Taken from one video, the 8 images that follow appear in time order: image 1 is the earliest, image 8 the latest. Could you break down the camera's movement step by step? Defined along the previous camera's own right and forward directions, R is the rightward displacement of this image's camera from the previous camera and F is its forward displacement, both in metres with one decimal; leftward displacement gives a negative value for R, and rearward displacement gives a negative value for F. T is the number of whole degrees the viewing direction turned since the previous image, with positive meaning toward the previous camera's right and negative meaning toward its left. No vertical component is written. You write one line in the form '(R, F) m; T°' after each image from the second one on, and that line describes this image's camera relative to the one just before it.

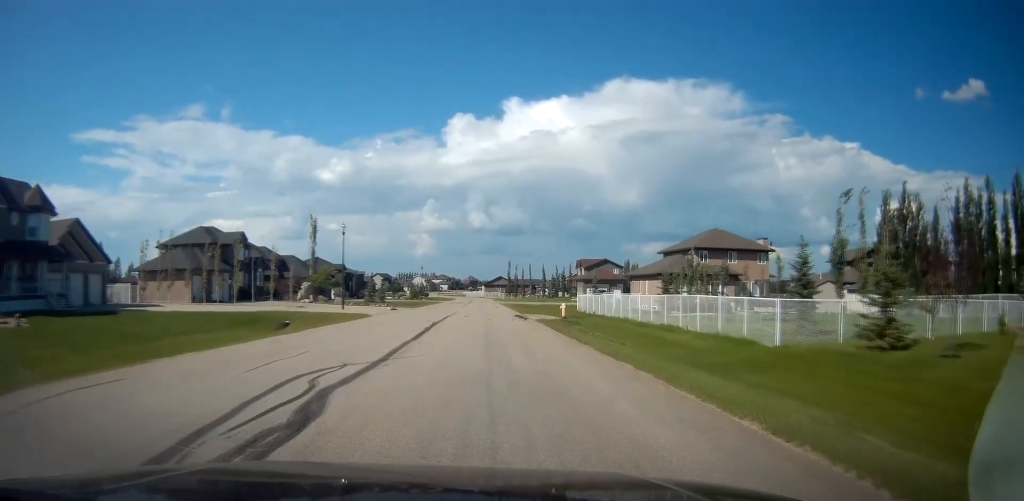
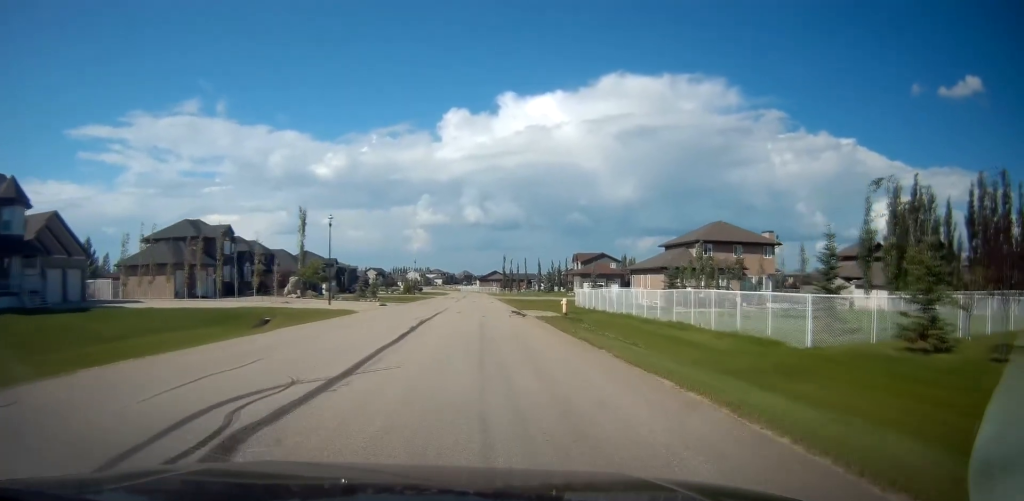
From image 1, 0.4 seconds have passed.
(0.0, +2.7) m; 0°
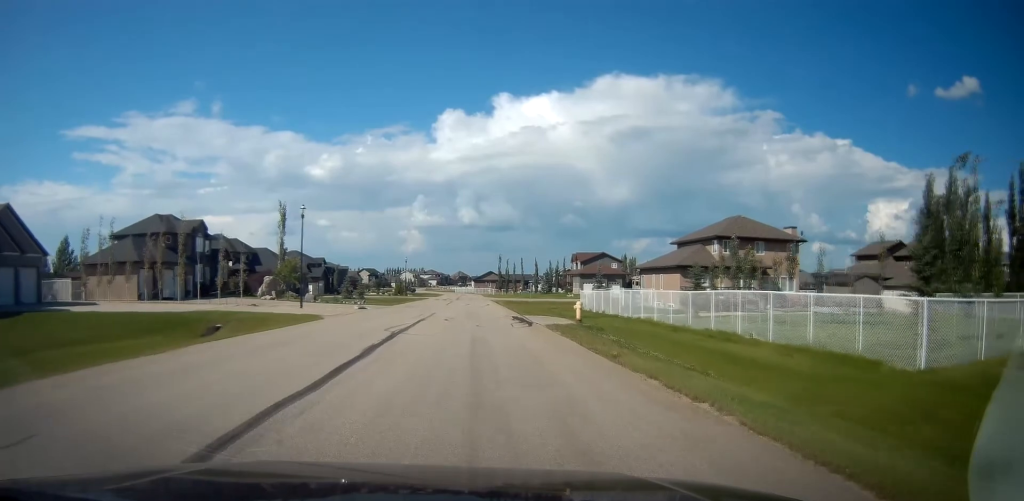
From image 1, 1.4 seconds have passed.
(0.0, +6.4) m; -1°
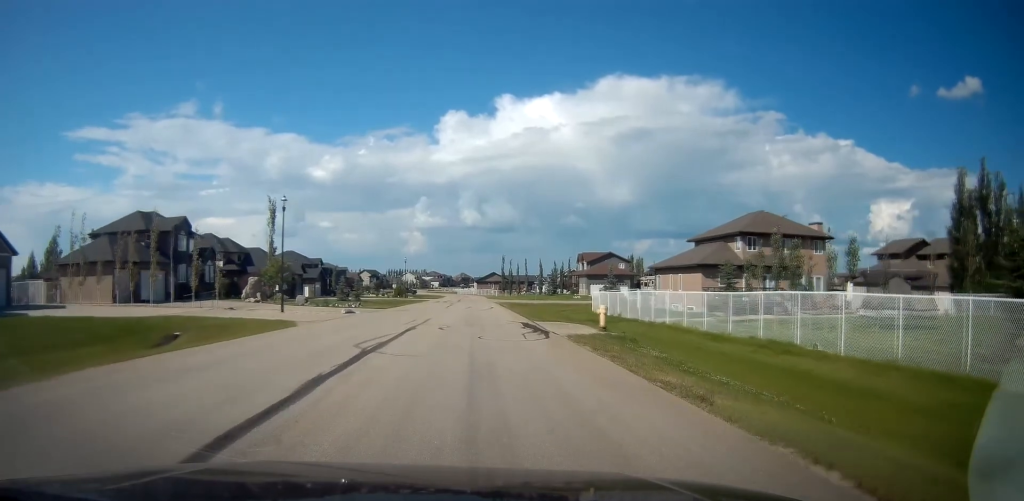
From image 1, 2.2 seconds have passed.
(+0.1, +4.7) m; -3°
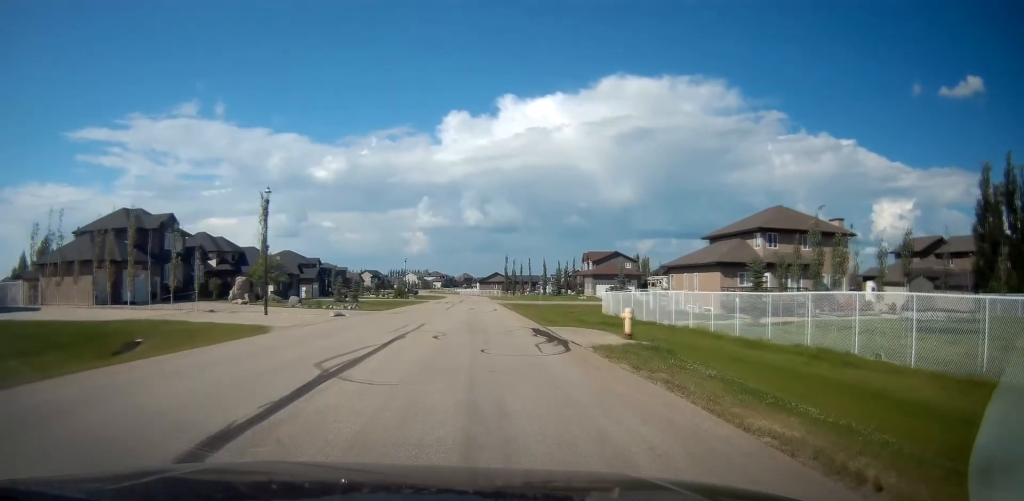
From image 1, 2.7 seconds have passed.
(-0.3, +3.3) m; 0°
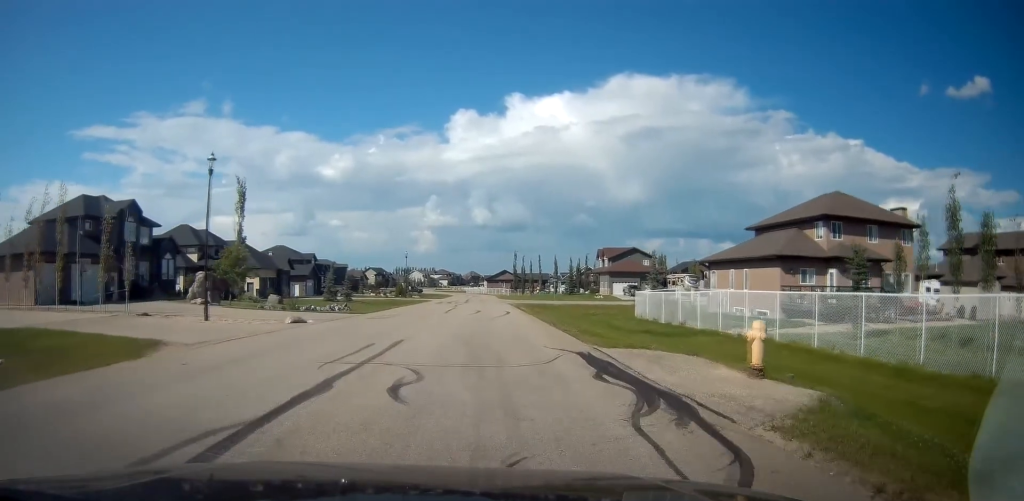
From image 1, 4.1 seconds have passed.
(+0.3, +8.5) m; +4°
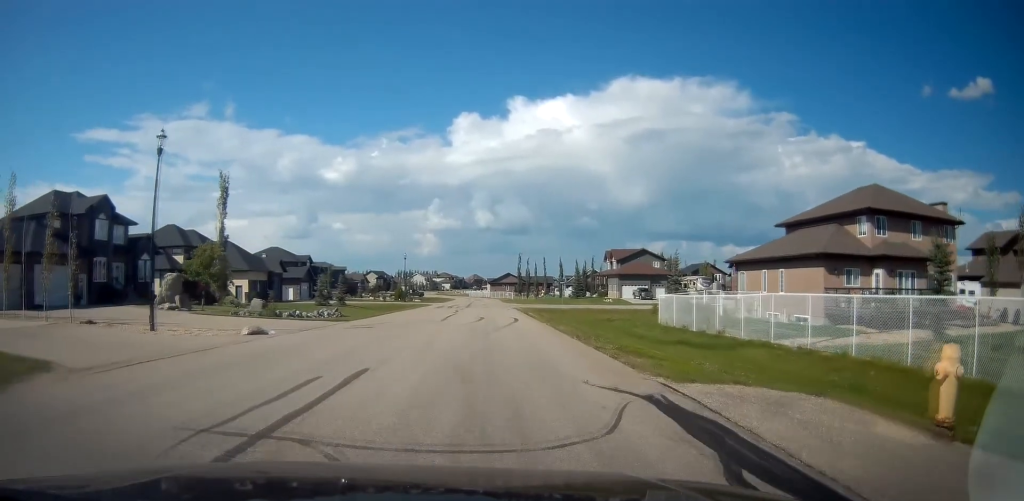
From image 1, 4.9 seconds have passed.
(0.0, +4.9) m; 0°
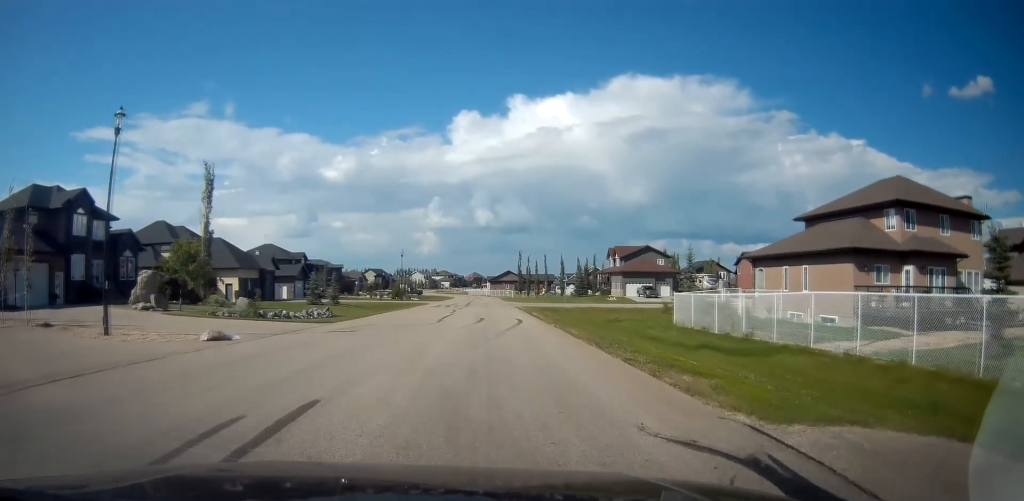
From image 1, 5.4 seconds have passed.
(0.0, +3.0) m; 0°
